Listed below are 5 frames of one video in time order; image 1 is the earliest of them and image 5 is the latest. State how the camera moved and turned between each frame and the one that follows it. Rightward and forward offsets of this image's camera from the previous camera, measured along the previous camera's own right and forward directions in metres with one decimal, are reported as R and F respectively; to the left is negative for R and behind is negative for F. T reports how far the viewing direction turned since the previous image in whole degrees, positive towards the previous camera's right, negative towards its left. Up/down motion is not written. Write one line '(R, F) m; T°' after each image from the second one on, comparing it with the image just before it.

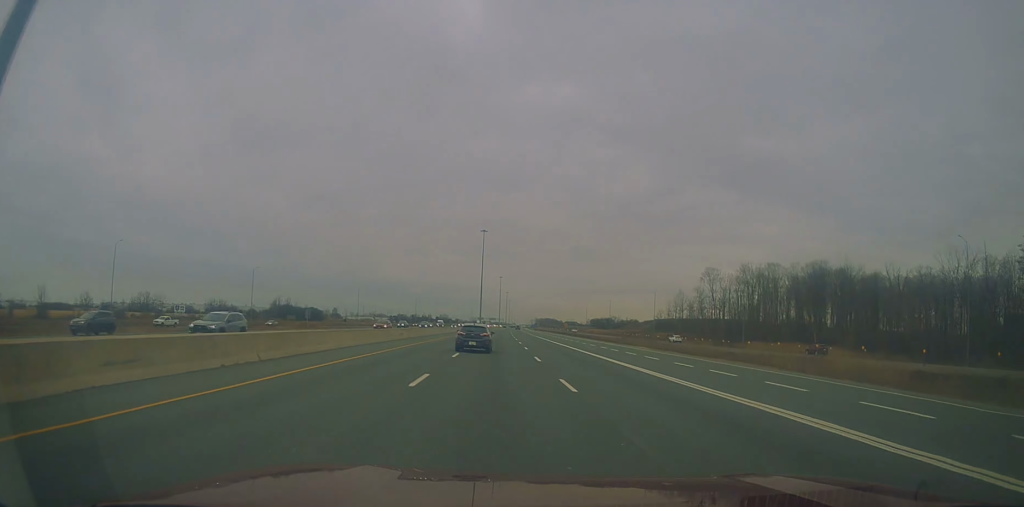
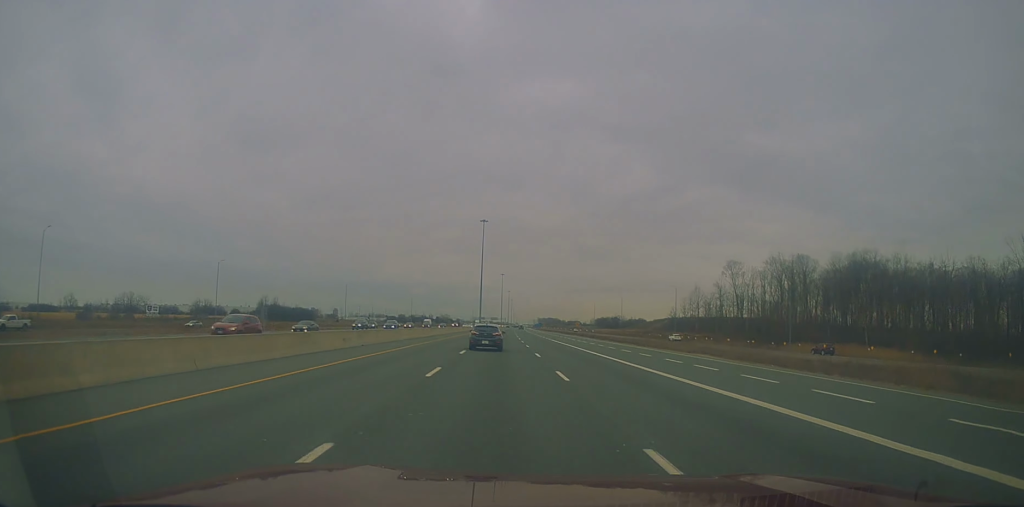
(+0.3, +21.3) m; 0°
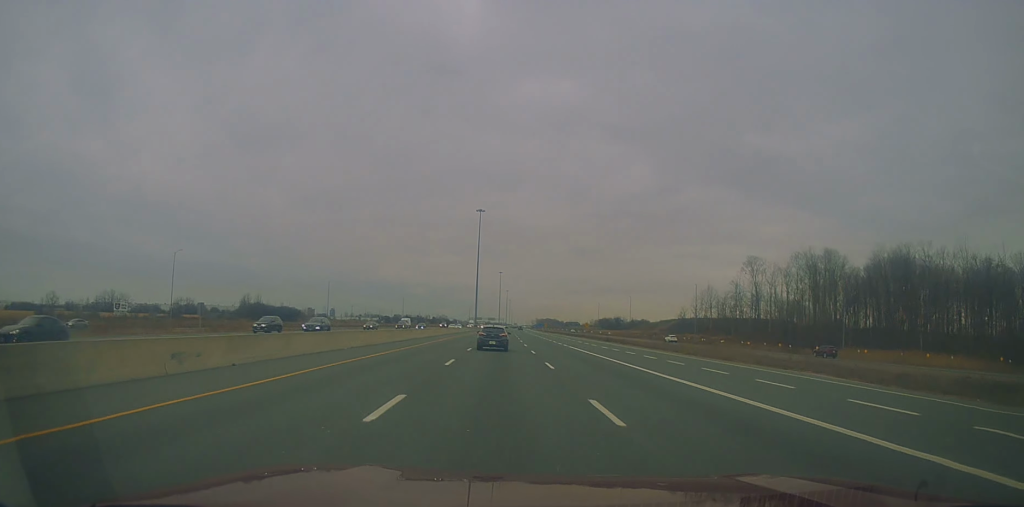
(0.0, +19.2) m; -1°
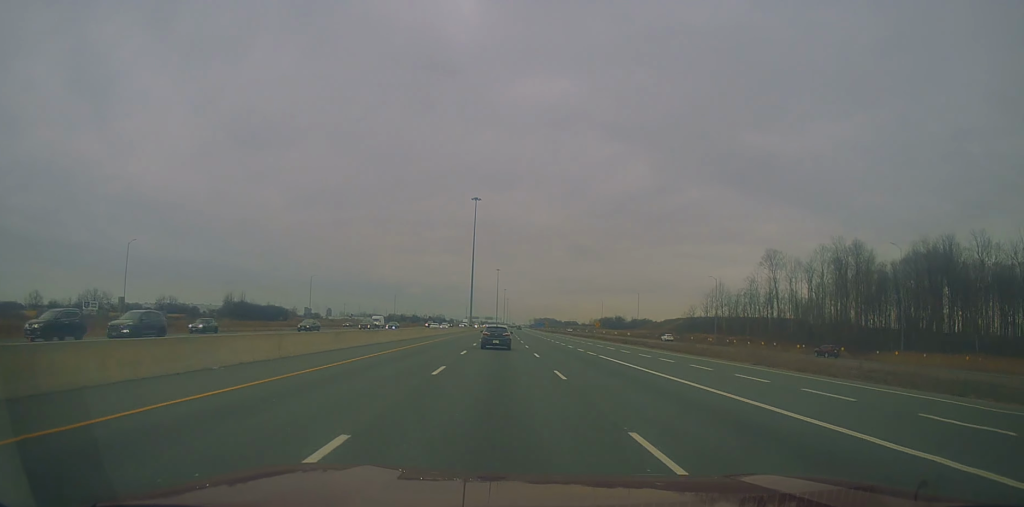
(-0.1, +16.0) m; 0°
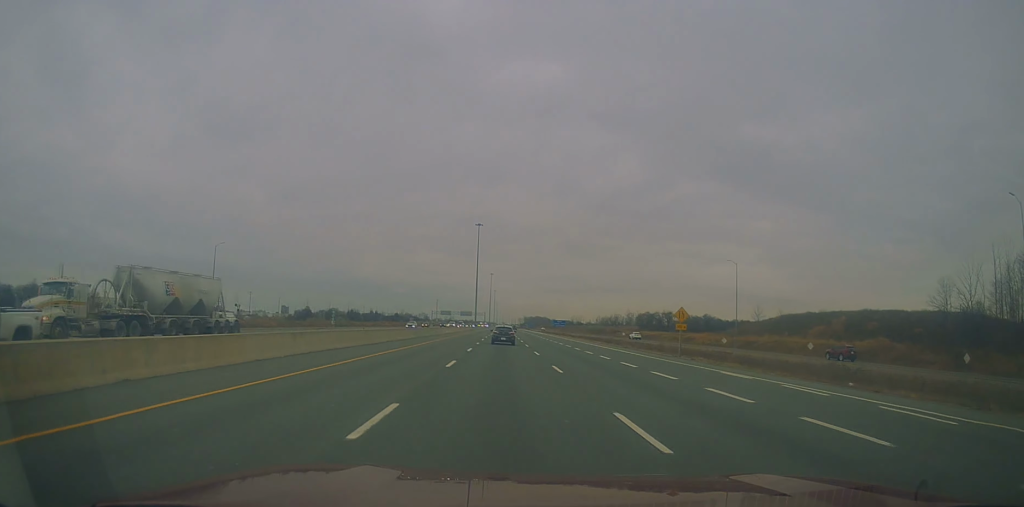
(+3.6, +163.2) m; +2°
